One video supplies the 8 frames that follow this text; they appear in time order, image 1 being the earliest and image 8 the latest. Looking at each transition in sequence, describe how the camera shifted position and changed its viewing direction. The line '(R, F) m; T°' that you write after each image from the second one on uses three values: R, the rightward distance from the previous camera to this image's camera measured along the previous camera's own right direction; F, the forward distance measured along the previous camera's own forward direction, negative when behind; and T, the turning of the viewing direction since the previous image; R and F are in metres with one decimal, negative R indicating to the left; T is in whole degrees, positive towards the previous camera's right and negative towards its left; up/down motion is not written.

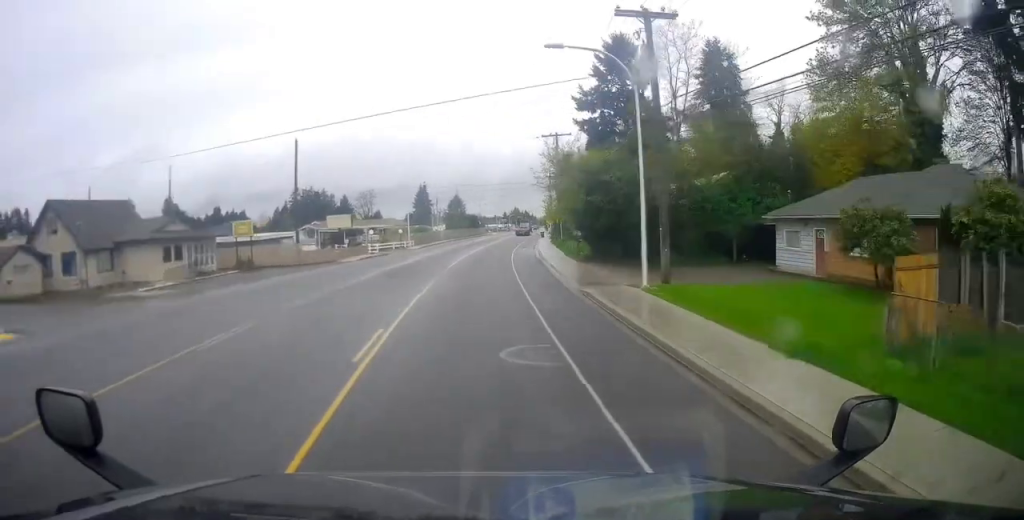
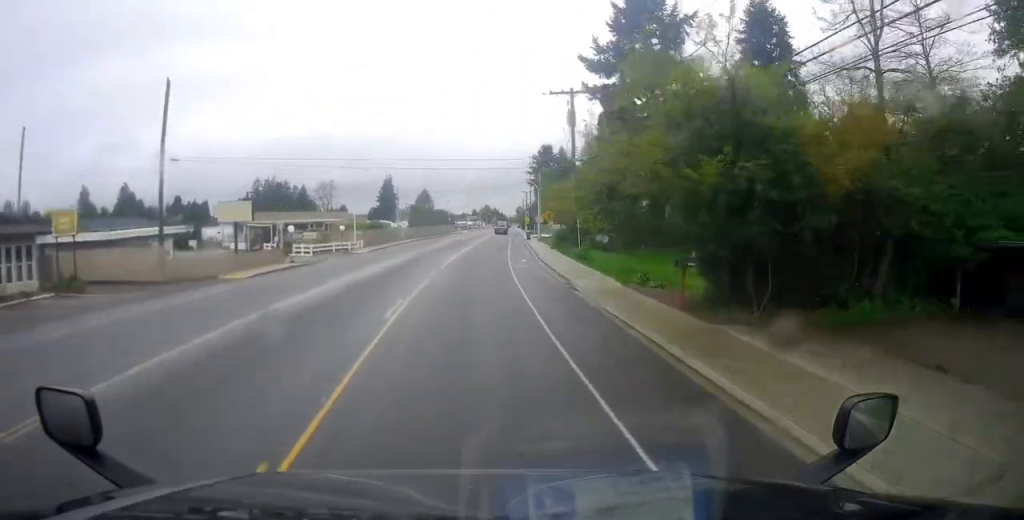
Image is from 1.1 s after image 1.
(+1.1, +19.6) m; +6°
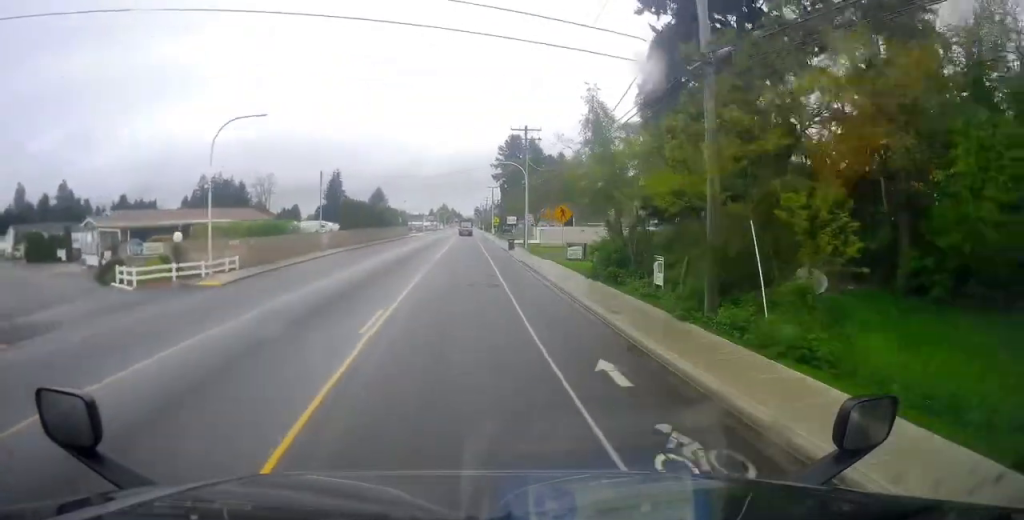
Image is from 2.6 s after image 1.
(+0.9, +25.7) m; +3°
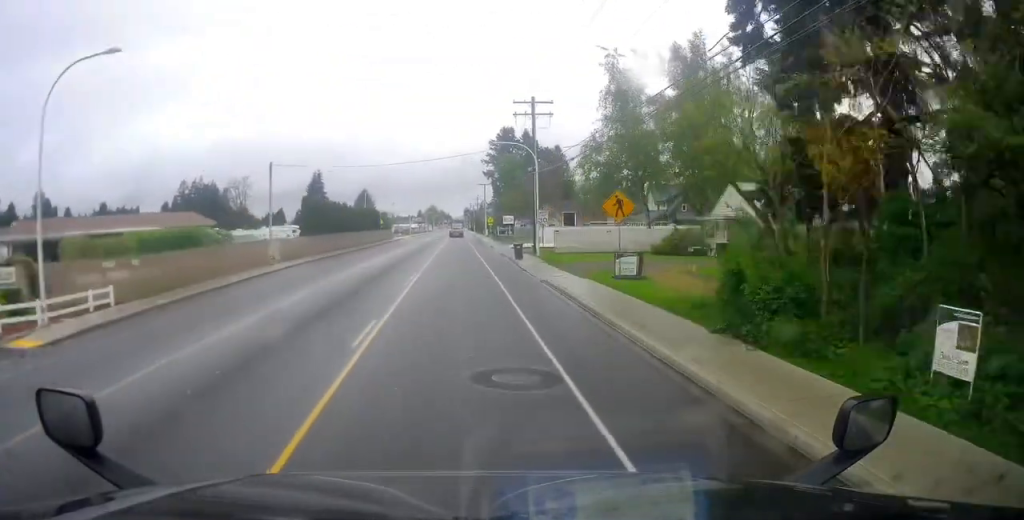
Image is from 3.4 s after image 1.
(-0.1, +13.0) m; +2°
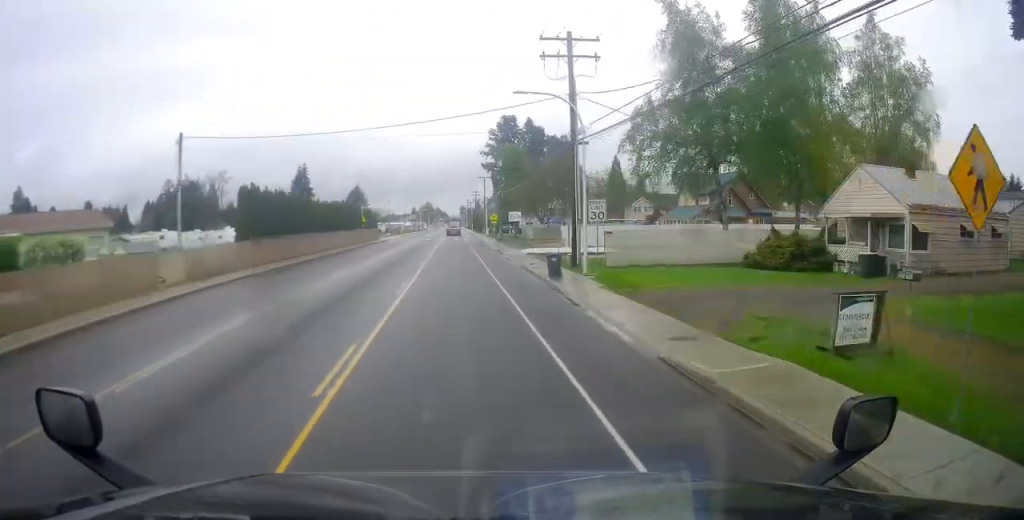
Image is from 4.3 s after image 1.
(+0.6, +15.4) m; +2°
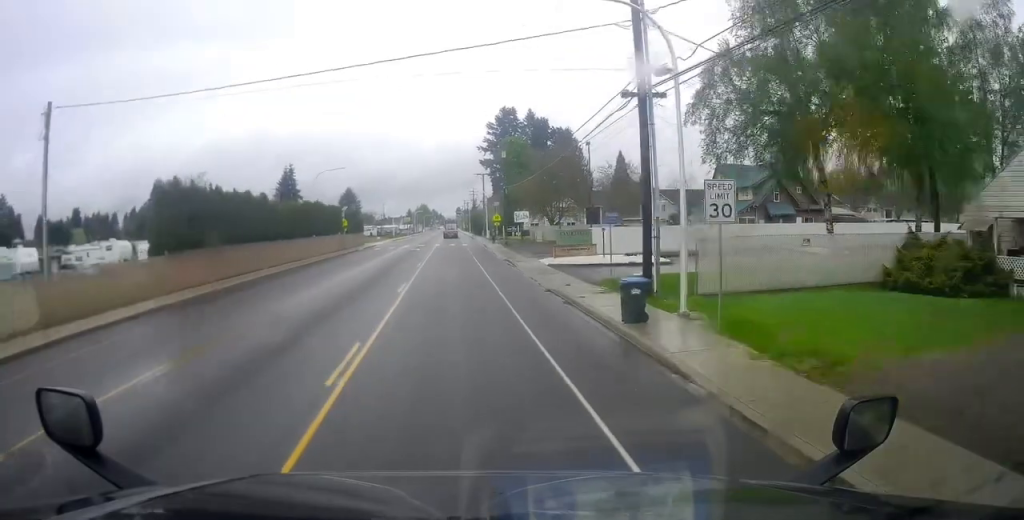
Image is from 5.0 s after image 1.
(0.0, +11.3) m; 0°
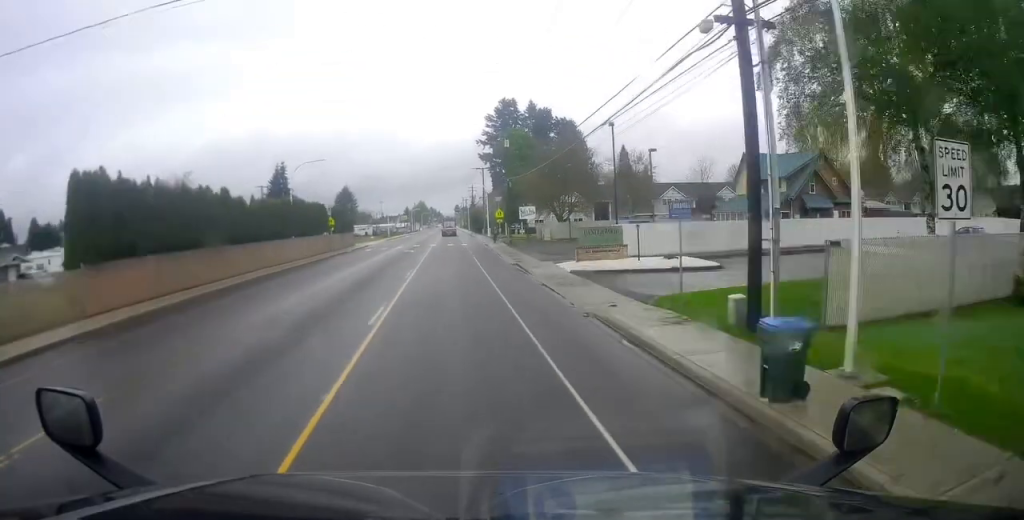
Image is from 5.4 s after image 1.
(0.0, +6.8) m; 0°
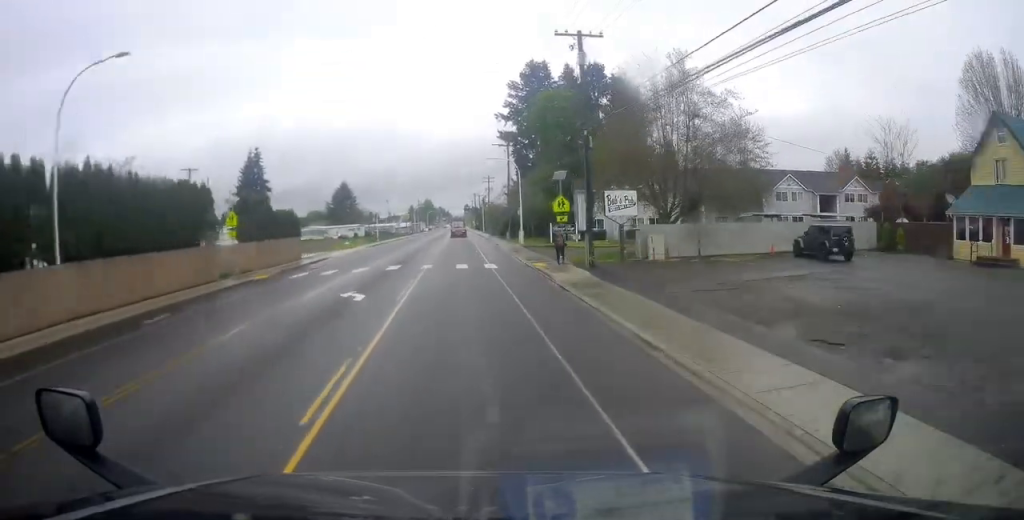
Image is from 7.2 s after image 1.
(-0.6, +31.2) m; -1°
